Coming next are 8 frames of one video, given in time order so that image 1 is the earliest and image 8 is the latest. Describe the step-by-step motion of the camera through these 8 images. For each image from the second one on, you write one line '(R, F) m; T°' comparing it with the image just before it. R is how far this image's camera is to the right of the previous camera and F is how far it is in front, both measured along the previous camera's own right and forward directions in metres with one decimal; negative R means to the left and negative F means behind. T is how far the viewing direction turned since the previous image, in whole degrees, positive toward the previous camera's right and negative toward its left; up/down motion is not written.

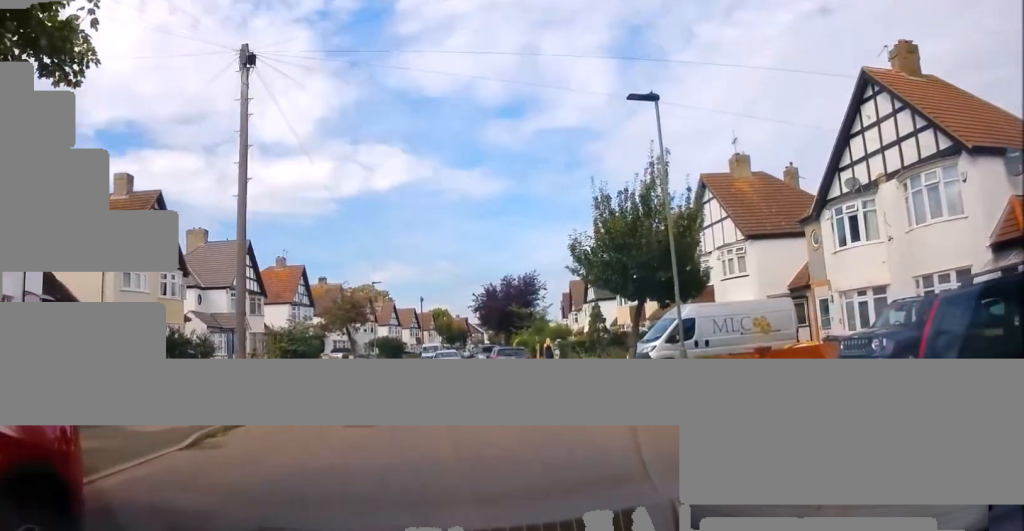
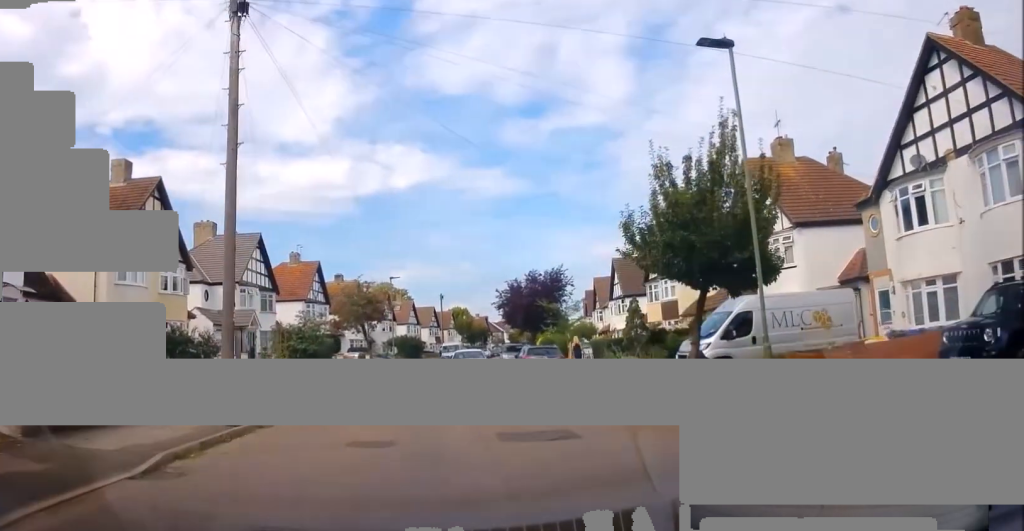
(+0.1, +2.4) m; -5°
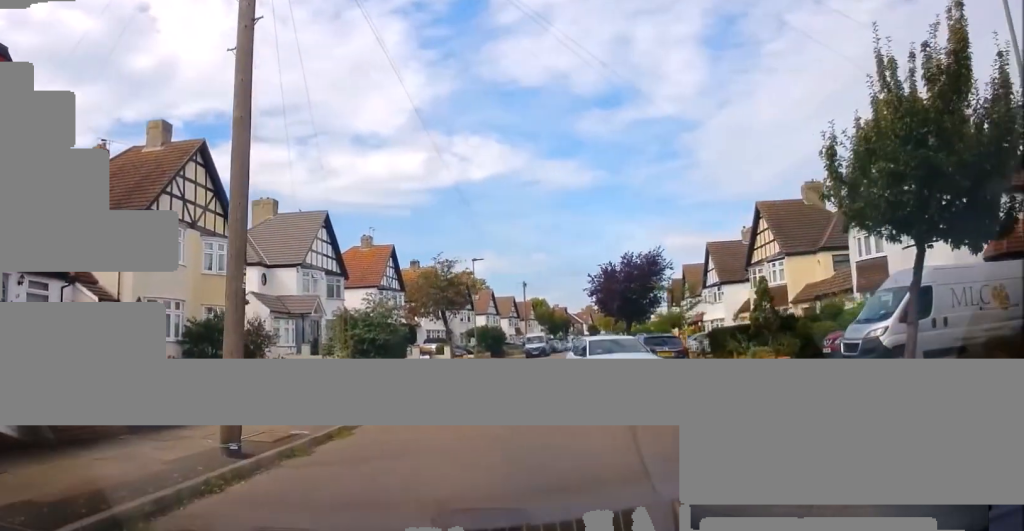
(-0.5, +4.6) m; -6°
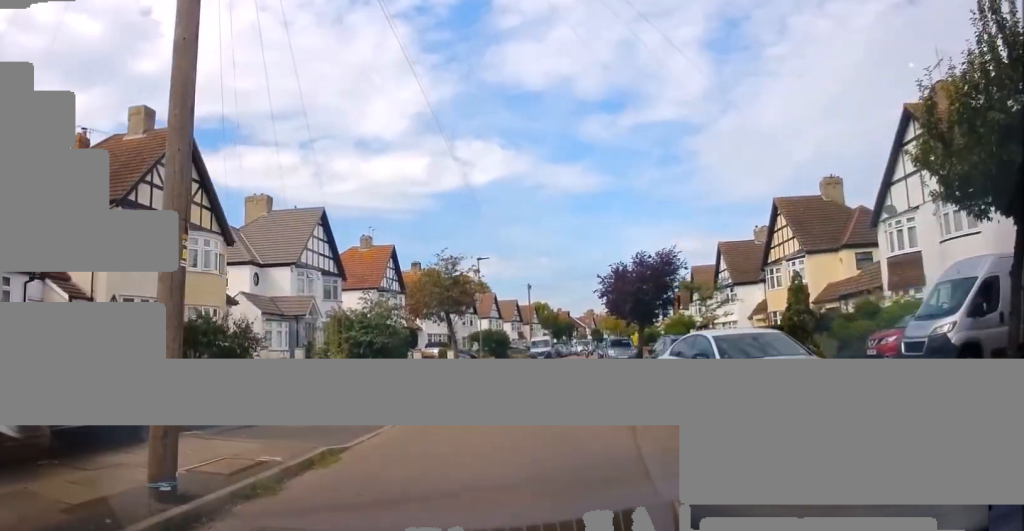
(0.0, +2.2) m; +1°
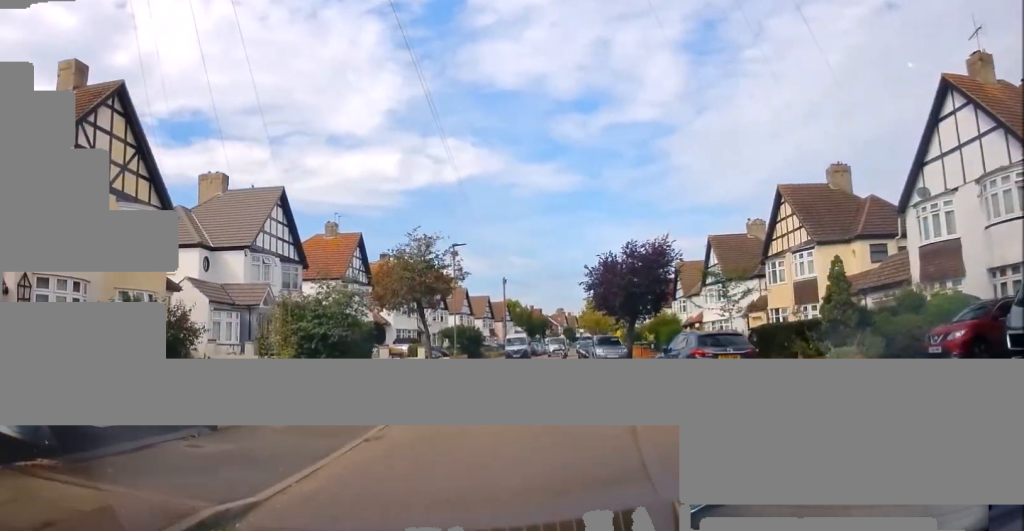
(0.0, +3.5) m; 0°
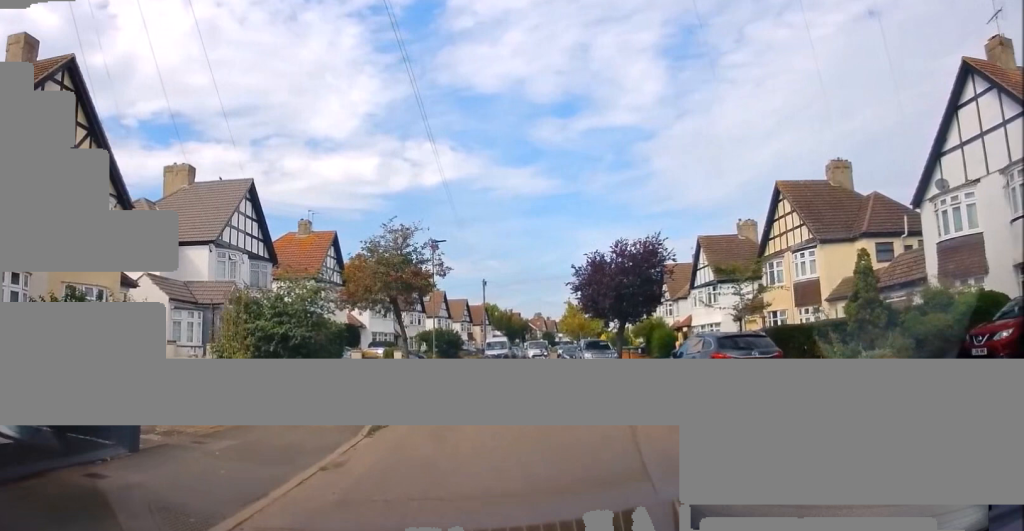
(0.0, +2.1) m; 0°
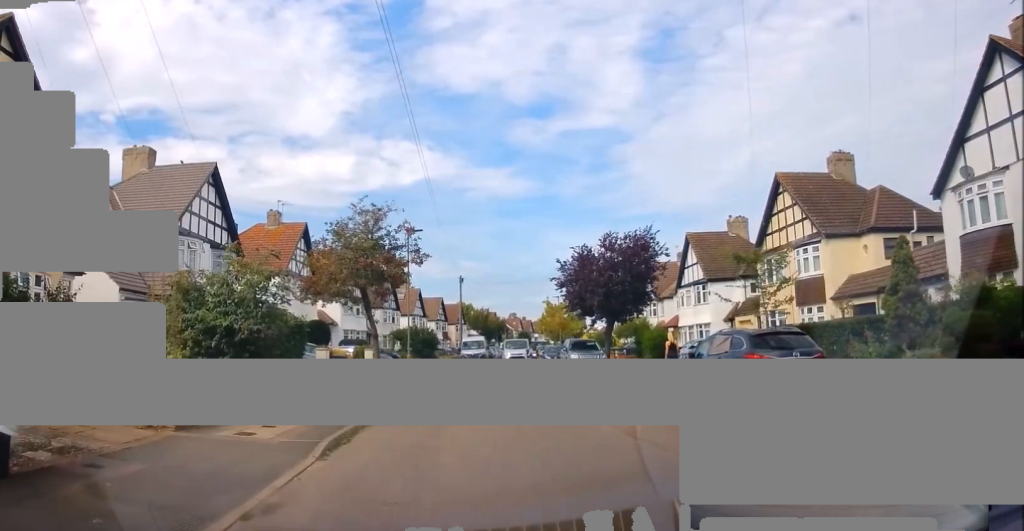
(0.0, +2.4) m; +3°
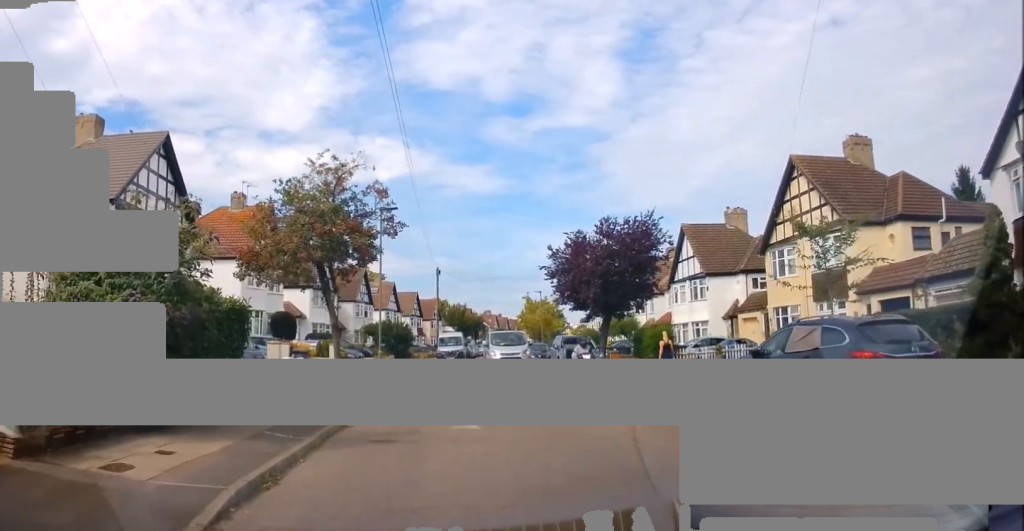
(+0.2, +2.9) m; +2°
